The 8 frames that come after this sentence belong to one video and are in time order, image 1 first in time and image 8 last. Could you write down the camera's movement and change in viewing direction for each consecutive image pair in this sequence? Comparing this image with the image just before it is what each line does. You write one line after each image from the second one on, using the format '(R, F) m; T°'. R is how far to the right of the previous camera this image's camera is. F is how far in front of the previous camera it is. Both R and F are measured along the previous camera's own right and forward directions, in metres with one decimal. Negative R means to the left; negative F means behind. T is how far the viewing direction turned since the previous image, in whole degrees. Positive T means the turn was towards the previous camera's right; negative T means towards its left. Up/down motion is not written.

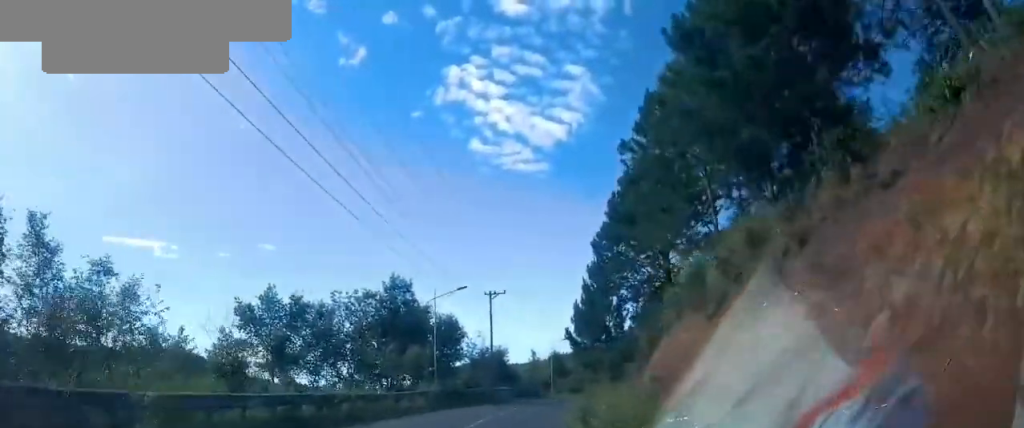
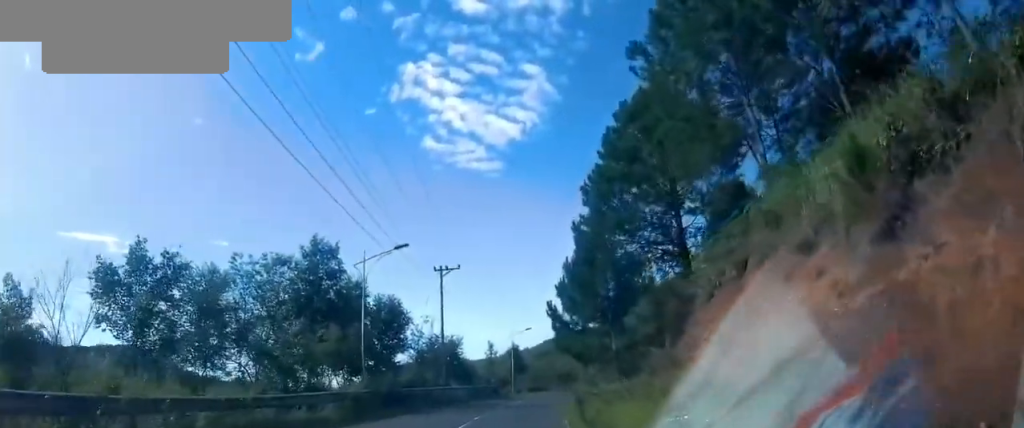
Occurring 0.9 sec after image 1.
(+0.7, +9.0) m; +1°
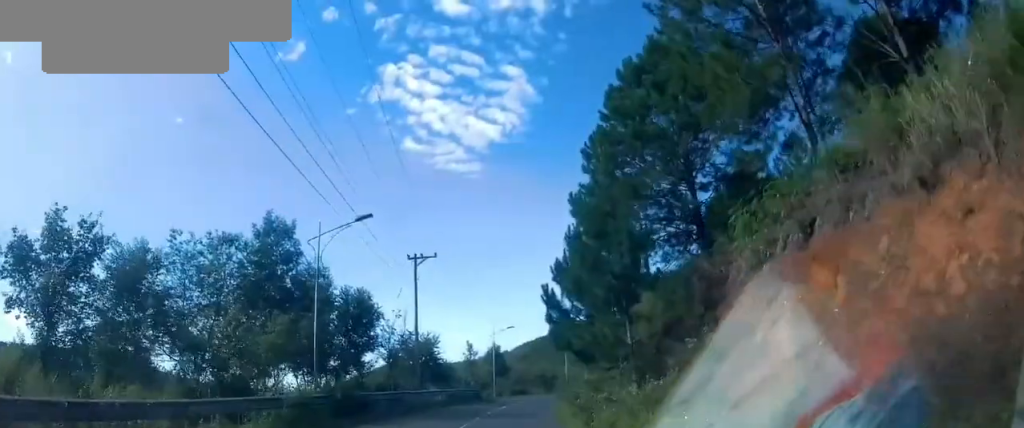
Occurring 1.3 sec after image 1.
(-0.5, +2.9) m; +4°
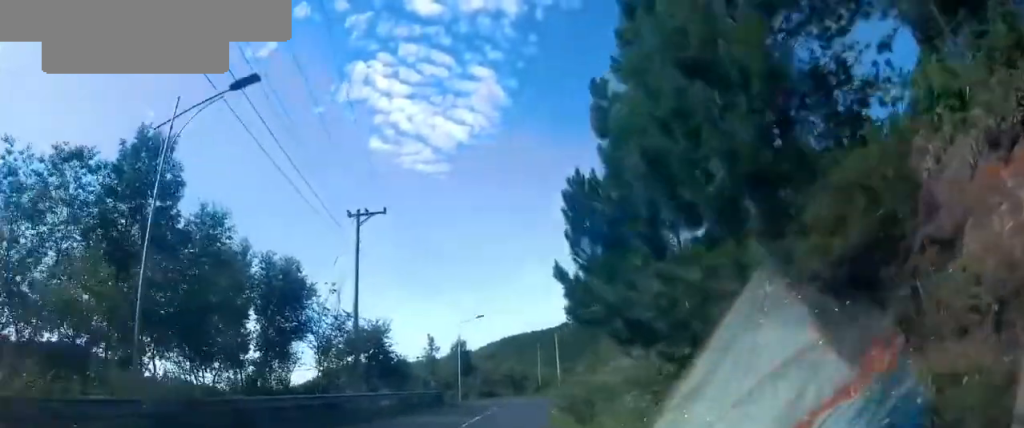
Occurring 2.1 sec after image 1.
(+0.2, +7.5) m; +9°
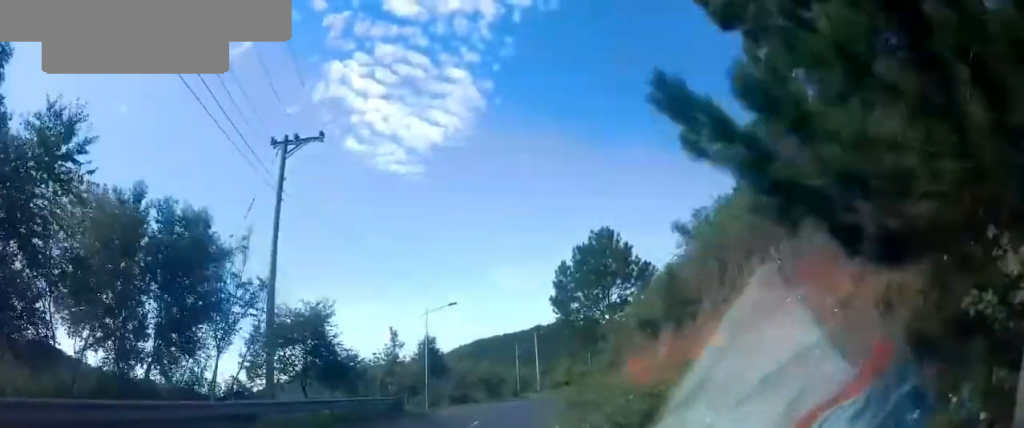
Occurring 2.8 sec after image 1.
(+1.1, +9.0) m; +8°
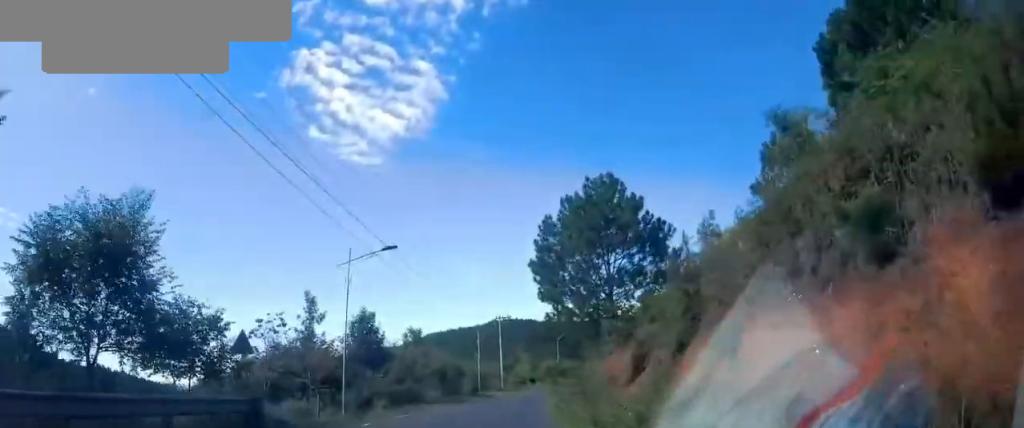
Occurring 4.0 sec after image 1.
(+0.2, +14.0) m; -2°
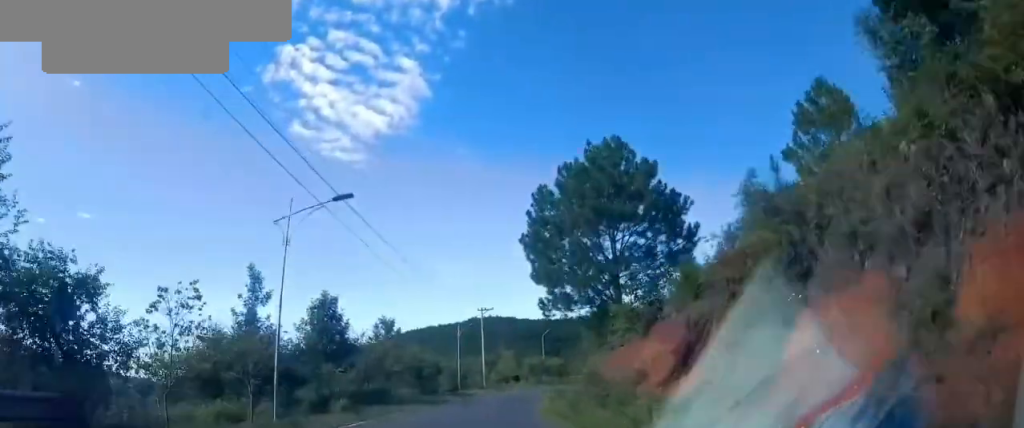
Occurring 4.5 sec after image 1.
(-0.4, +6.3) m; 0°
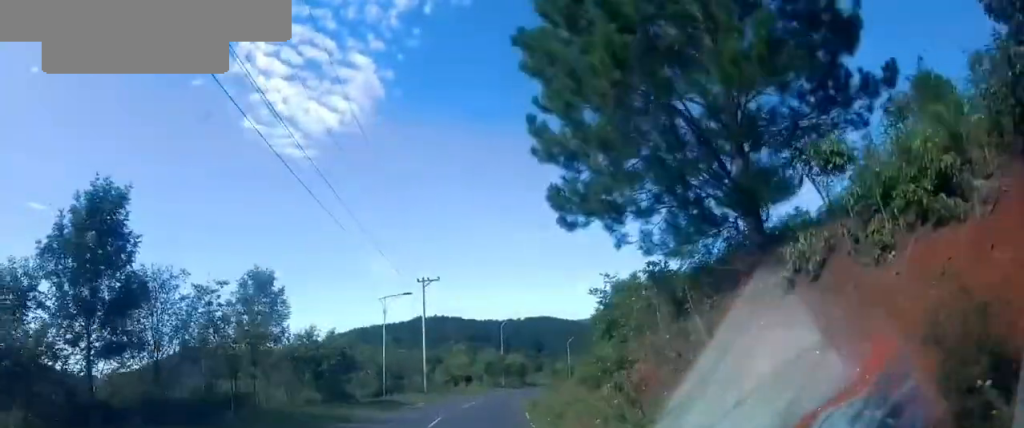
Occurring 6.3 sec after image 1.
(+1.8, +19.3) m; +11°
